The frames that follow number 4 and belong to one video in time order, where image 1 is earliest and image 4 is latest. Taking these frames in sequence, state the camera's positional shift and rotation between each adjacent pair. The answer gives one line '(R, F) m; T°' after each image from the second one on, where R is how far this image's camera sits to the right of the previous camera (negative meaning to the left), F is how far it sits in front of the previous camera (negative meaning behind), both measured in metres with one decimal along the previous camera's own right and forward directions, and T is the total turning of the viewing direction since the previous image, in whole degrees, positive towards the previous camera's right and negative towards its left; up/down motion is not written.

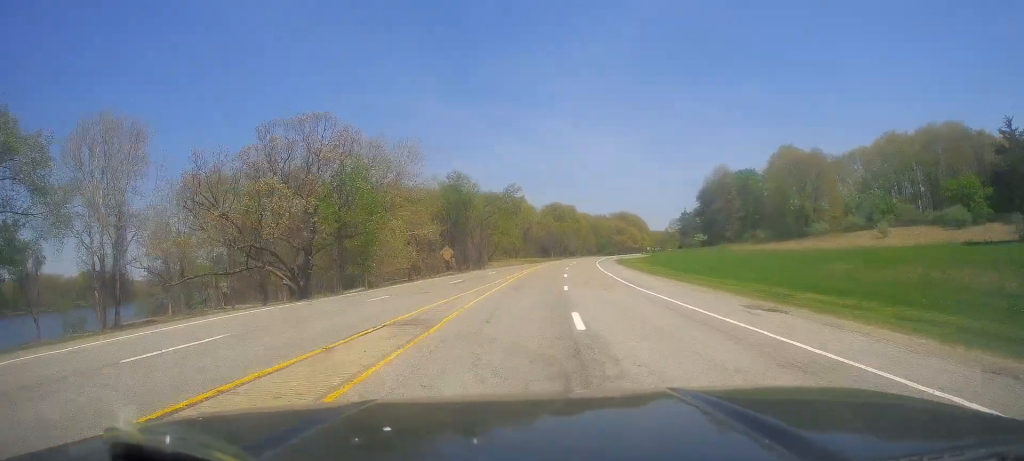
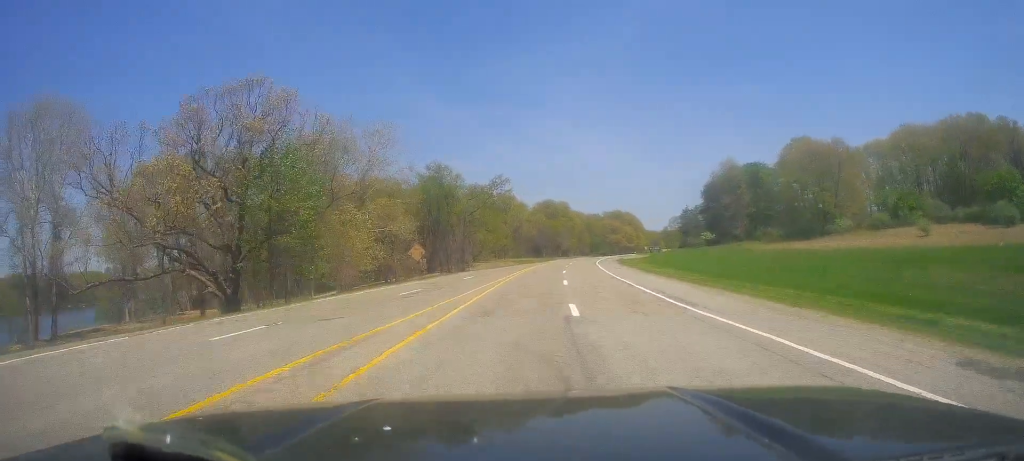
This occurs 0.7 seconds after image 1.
(0.0, +11.8) m; 0°
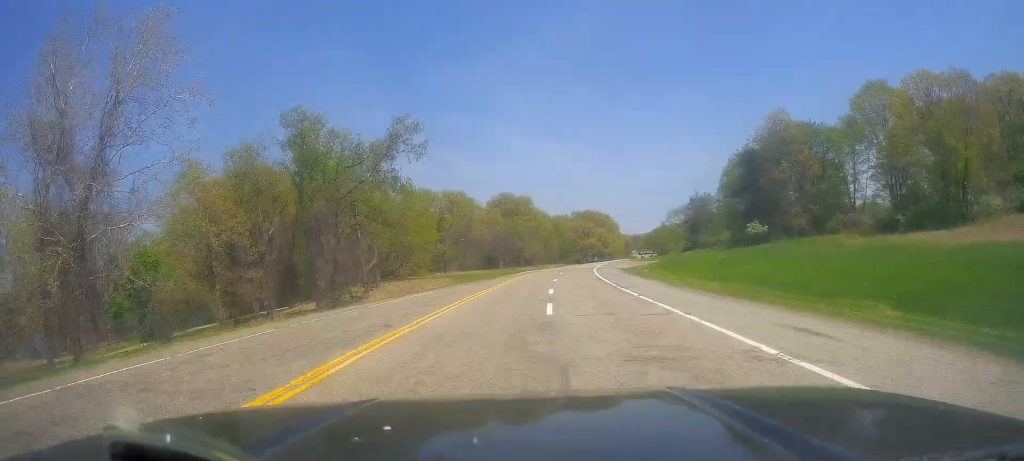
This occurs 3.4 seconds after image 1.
(+1.6, +44.4) m; +3°
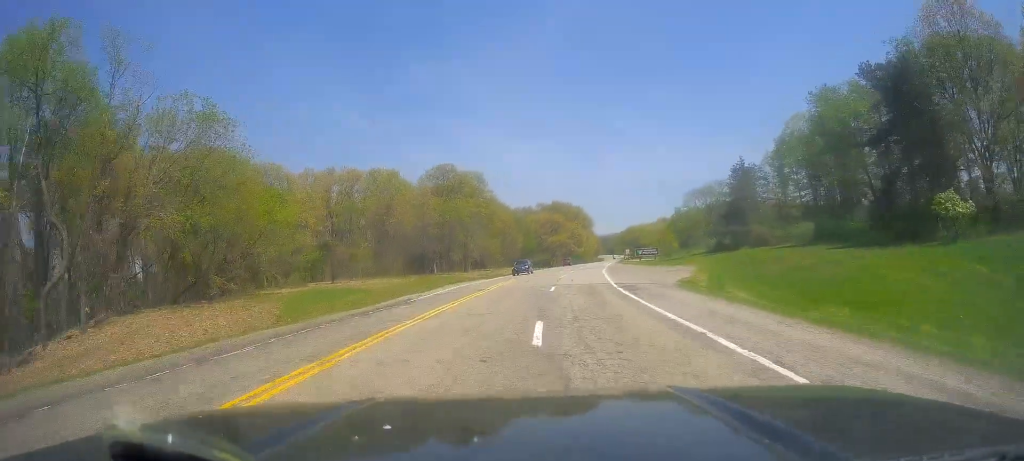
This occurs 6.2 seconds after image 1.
(+1.1, +44.7) m; +5°
